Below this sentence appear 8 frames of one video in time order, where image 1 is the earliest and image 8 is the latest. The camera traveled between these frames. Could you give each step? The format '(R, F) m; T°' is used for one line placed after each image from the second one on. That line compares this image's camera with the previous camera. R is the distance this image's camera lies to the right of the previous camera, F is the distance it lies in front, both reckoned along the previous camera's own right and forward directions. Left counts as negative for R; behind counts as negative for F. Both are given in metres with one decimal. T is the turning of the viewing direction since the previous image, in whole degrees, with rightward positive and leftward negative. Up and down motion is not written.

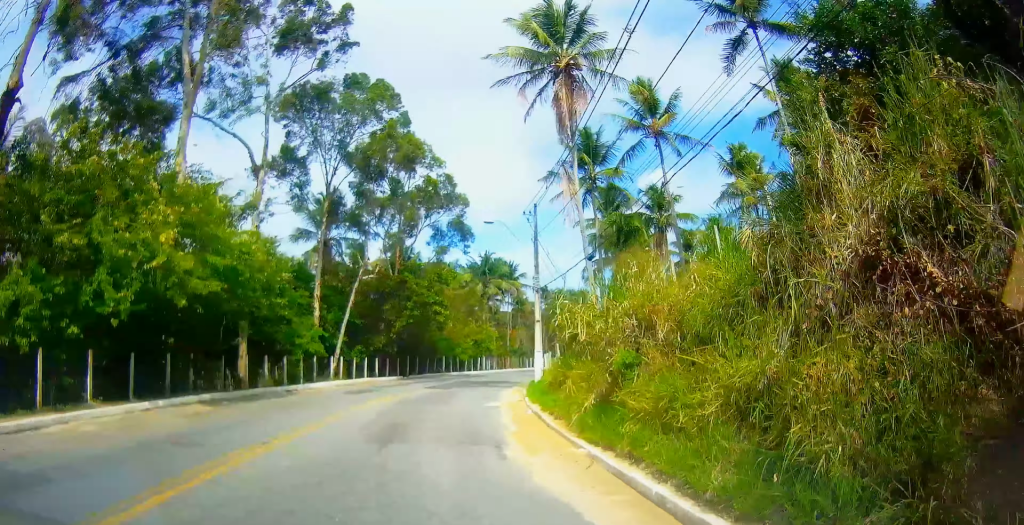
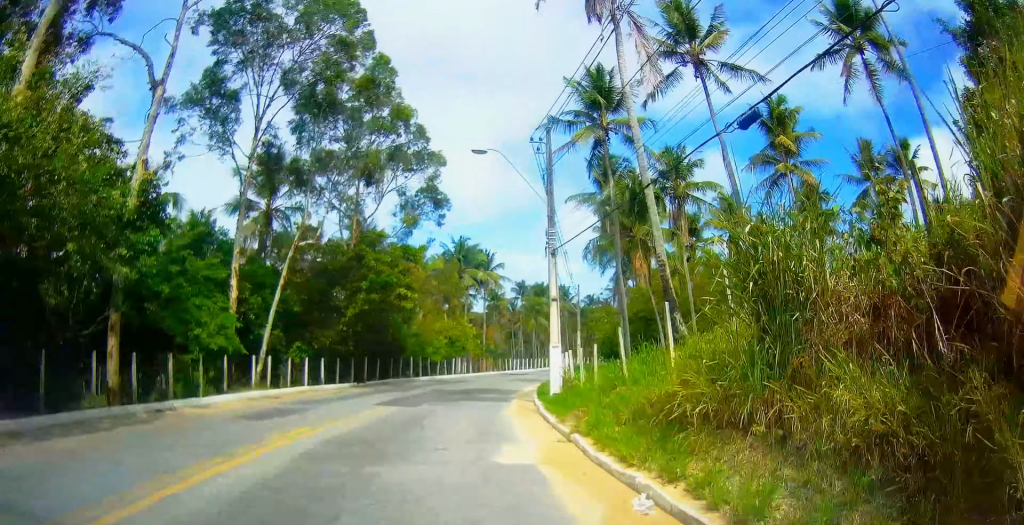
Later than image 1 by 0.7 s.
(+0.1, +10.1) m; +3°
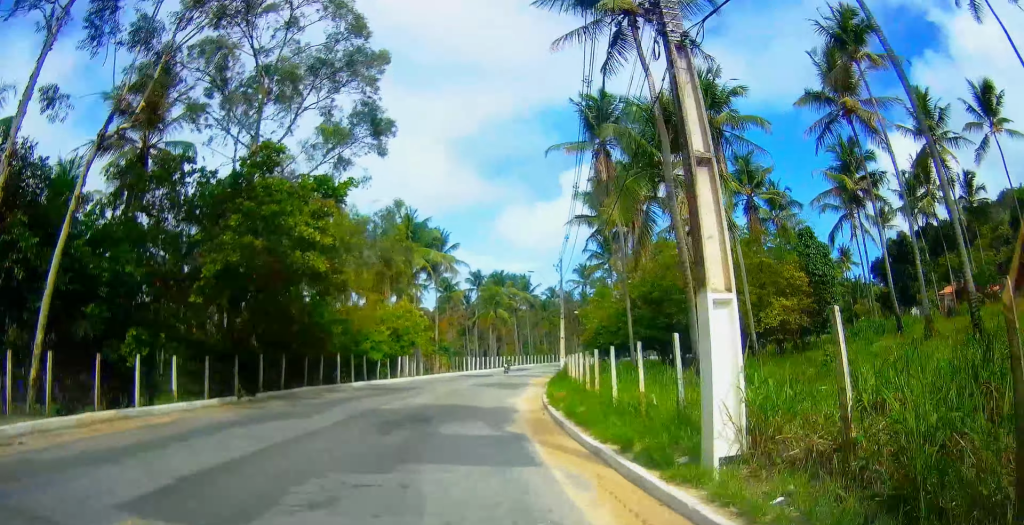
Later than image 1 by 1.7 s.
(+0.8, +13.4) m; +4°
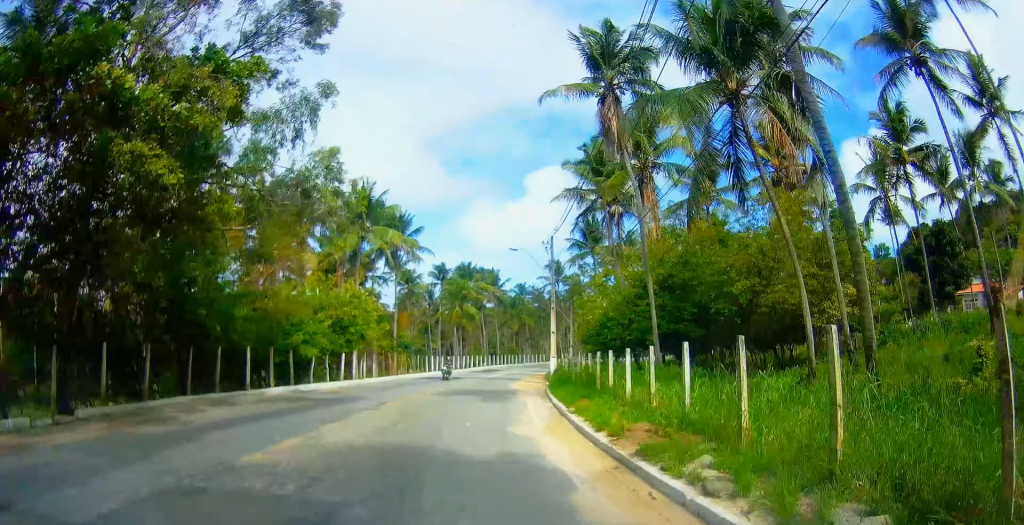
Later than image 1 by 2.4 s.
(-0.1, +9.8) m; +3°
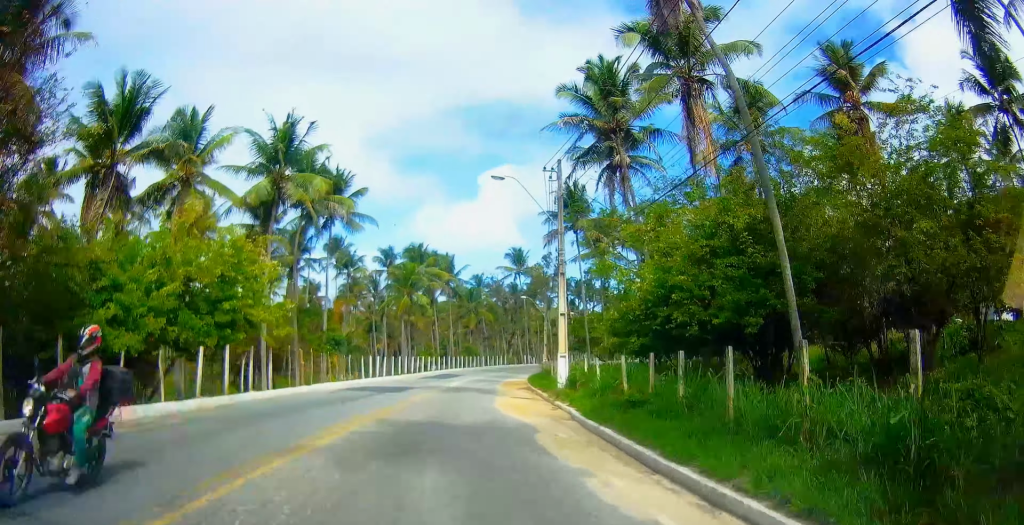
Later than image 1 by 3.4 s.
(+1.0, +14.2) m; +7°
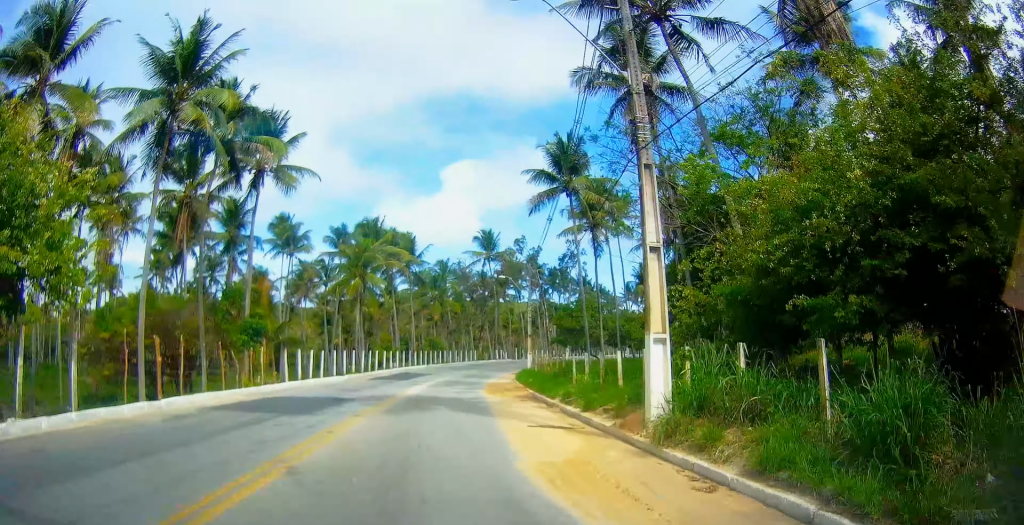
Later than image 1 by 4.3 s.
(+0.5, +11.9) m; +3°
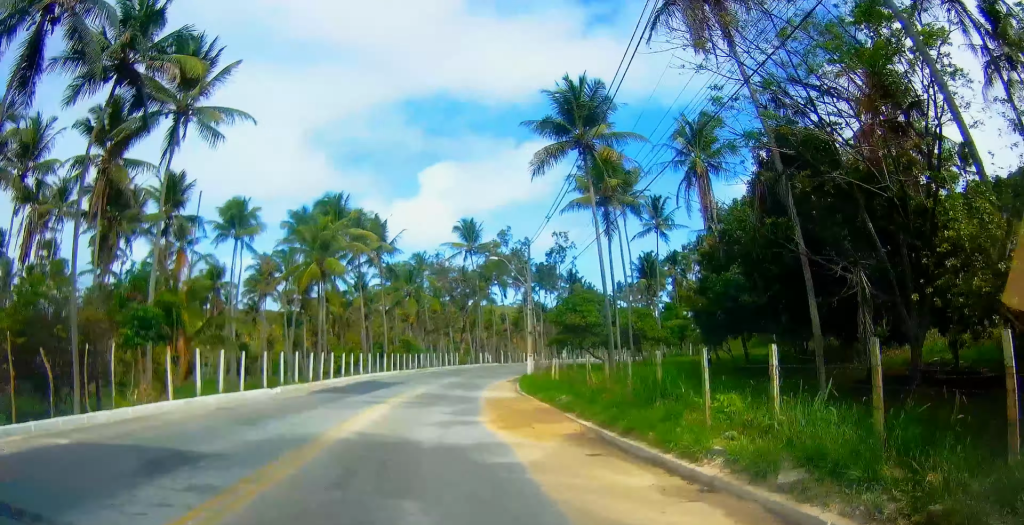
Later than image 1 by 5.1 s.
(+0.1, +10.8) m; +3°
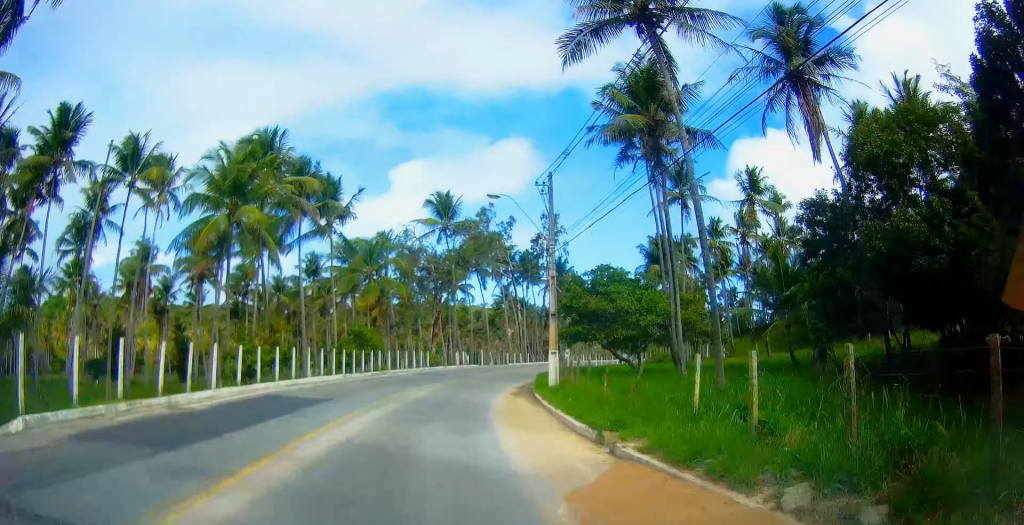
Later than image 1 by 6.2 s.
(+0.7, +15.5) m; +5°
